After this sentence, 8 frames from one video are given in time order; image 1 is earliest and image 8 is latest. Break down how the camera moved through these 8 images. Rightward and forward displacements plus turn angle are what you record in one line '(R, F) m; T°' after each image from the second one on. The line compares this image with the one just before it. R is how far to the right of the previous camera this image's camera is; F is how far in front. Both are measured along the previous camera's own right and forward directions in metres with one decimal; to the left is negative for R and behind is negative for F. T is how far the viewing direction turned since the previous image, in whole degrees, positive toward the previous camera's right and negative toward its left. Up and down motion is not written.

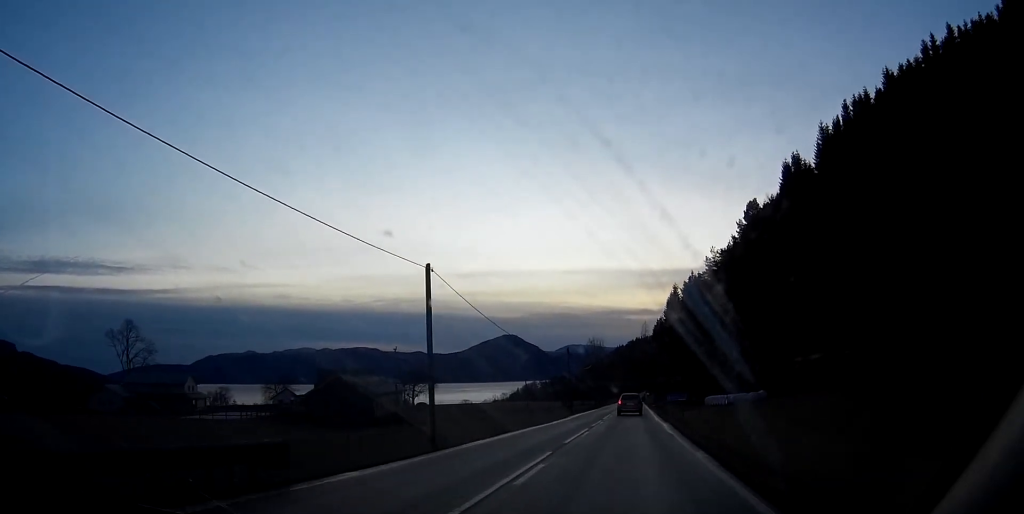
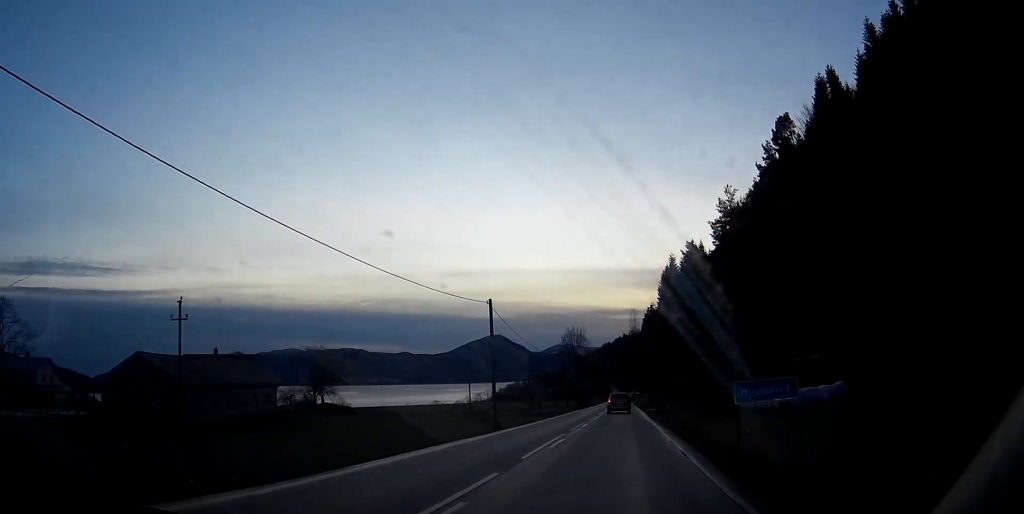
(+0.2, +41.2) m; +1°
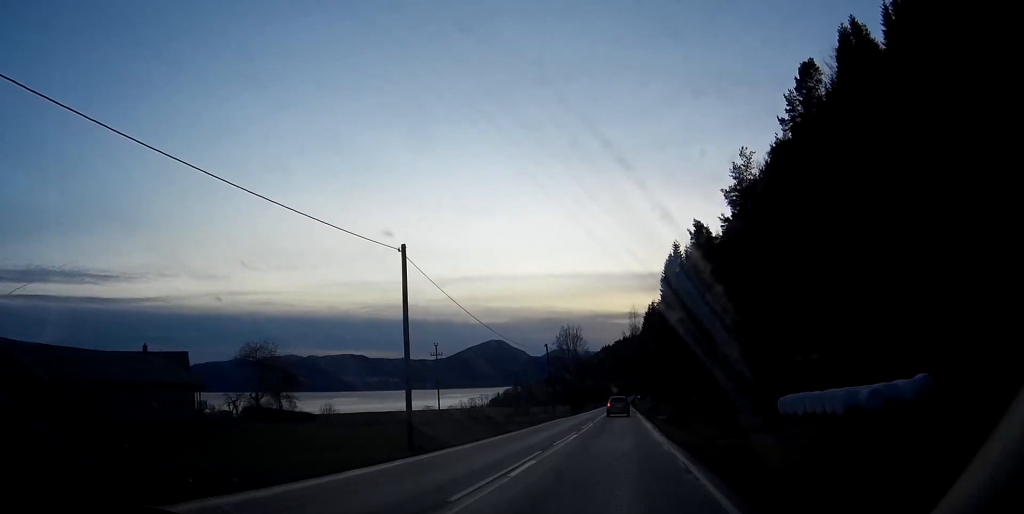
(+0.1, +17.1) m; 0°
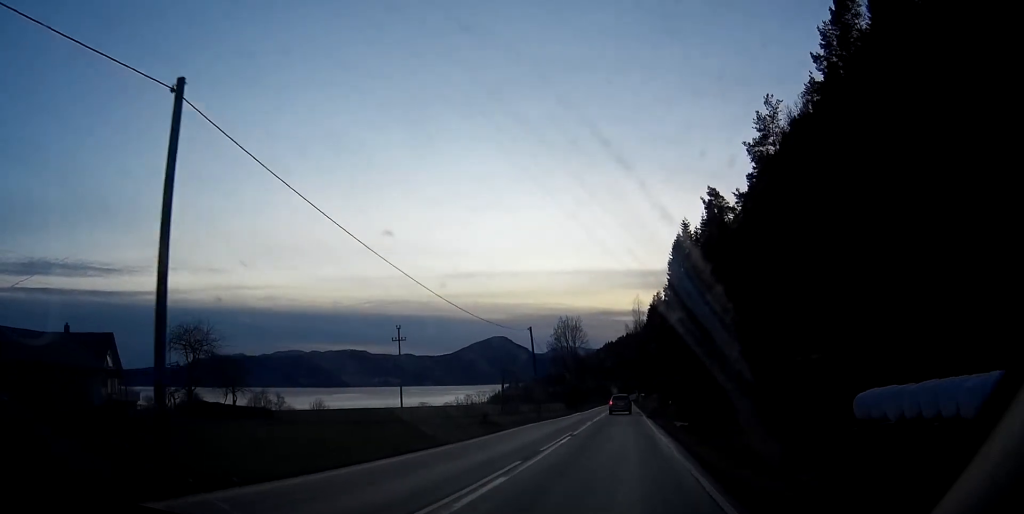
(0.0, +15.4) m; 0°
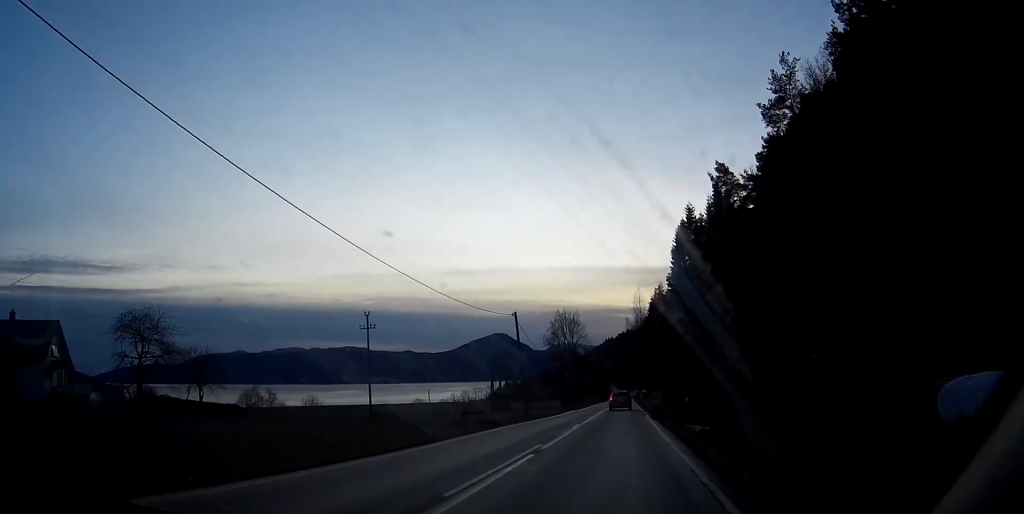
(0.0, +8.9) m; 0°
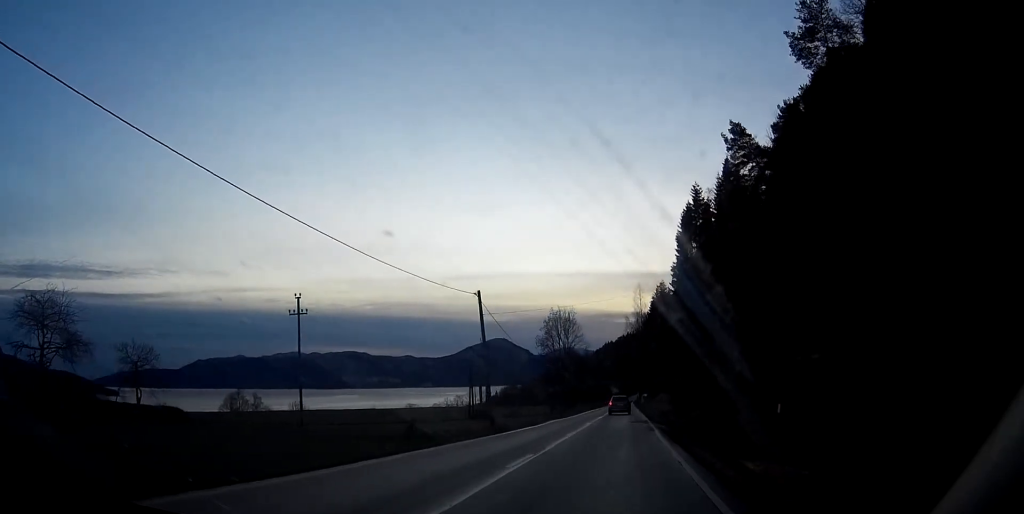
(-0.1, +13.7) m; 0°
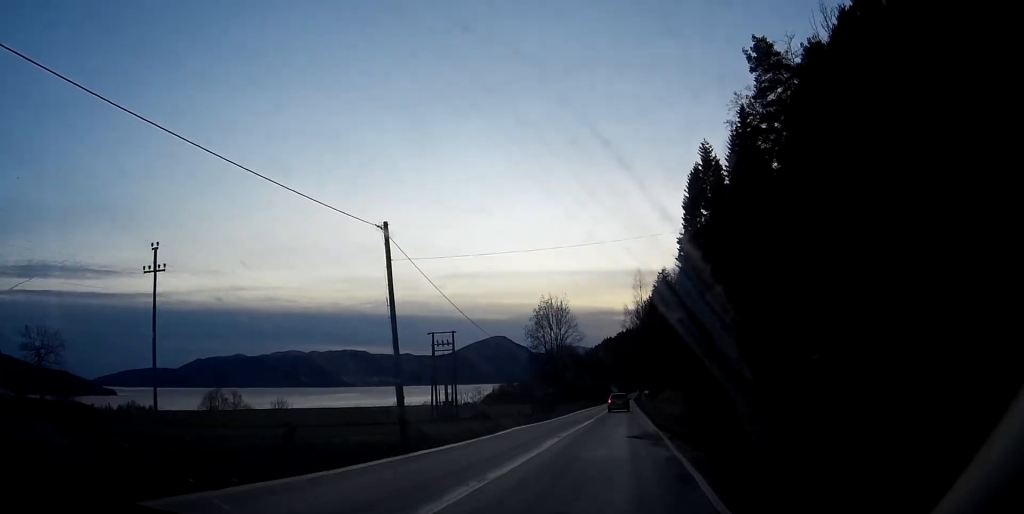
(0.0, +16.9) m; 0°
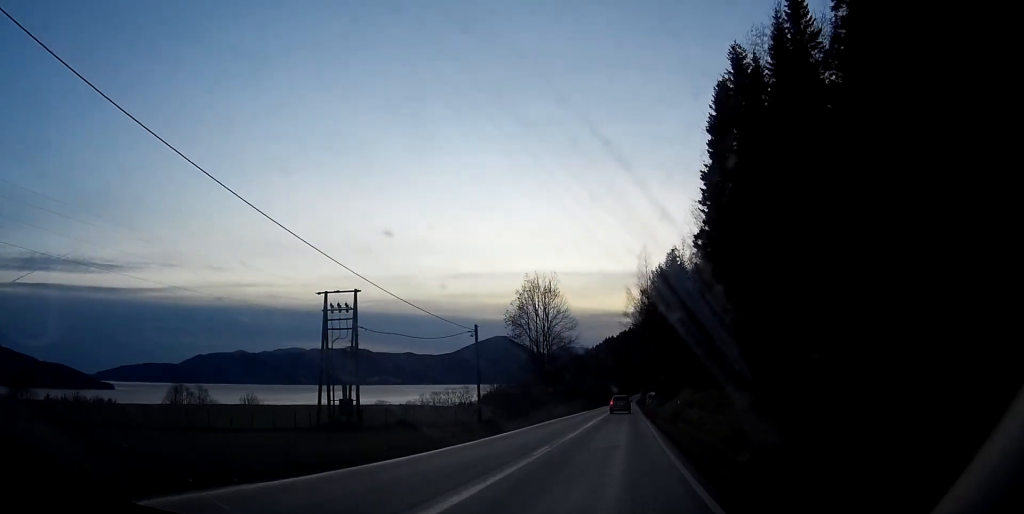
(+0.1, +27.3) m; 0°
